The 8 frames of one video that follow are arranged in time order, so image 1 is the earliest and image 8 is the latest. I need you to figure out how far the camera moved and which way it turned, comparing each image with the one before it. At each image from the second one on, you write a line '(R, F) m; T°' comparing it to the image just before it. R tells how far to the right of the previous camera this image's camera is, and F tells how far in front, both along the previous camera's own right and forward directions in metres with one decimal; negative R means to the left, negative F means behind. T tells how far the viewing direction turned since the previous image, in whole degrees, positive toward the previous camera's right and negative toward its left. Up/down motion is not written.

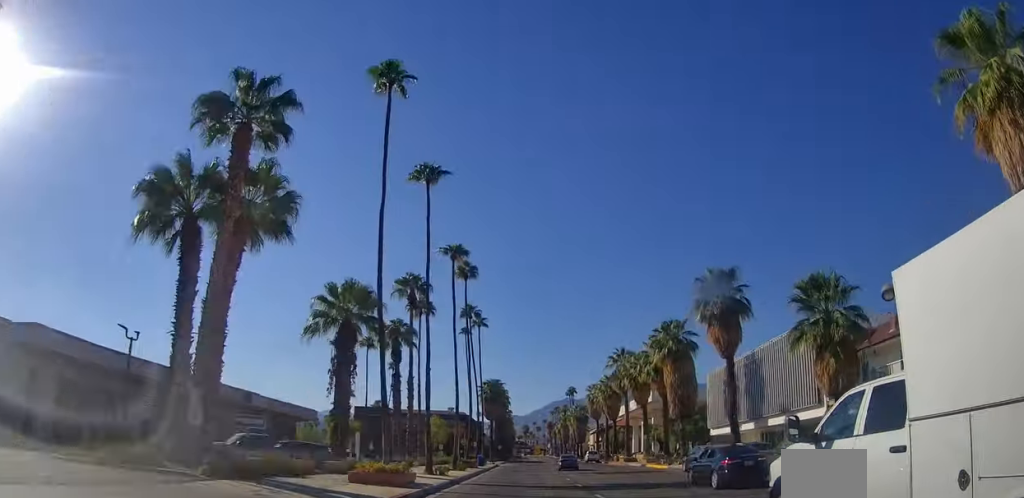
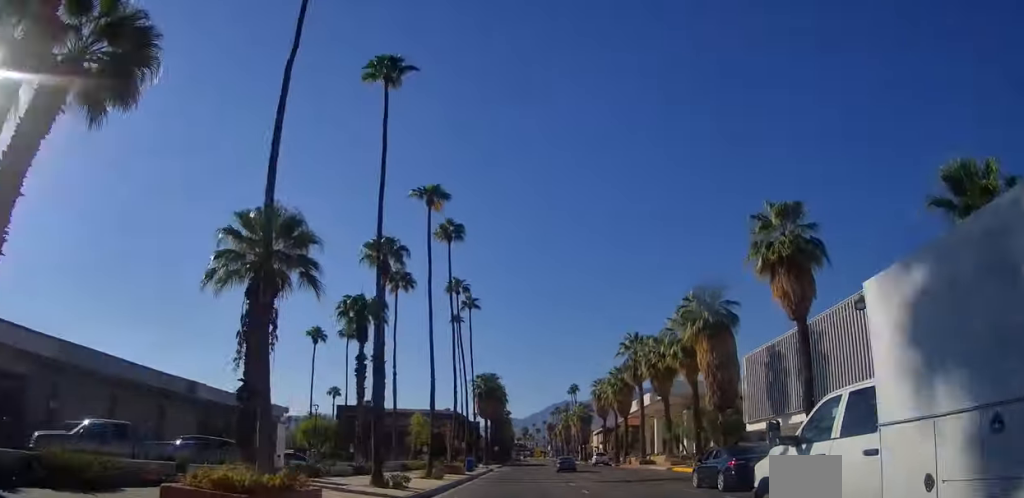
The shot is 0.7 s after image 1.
(0.0, +10.9) m; 0°
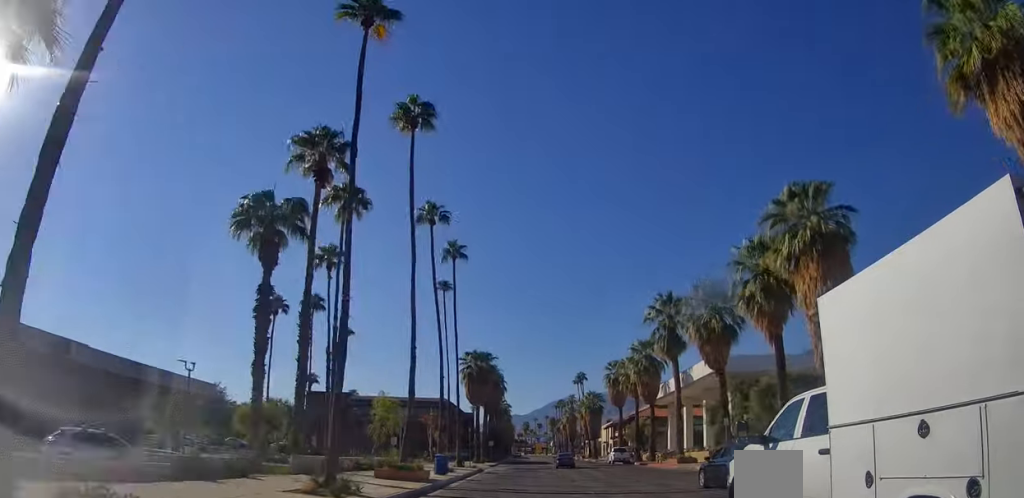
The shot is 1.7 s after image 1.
(0.0, +16.2) m; 0°
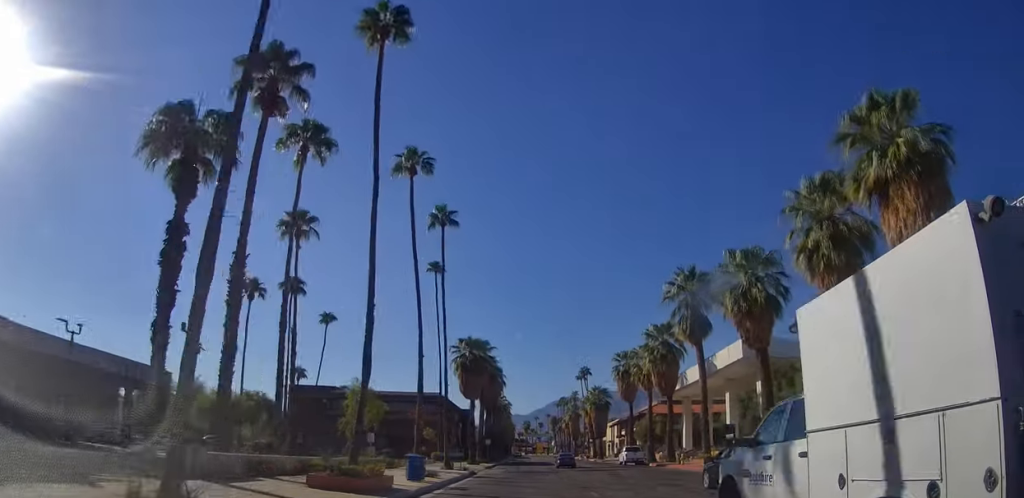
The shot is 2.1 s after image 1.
(0.0, +7.5) m; 0°
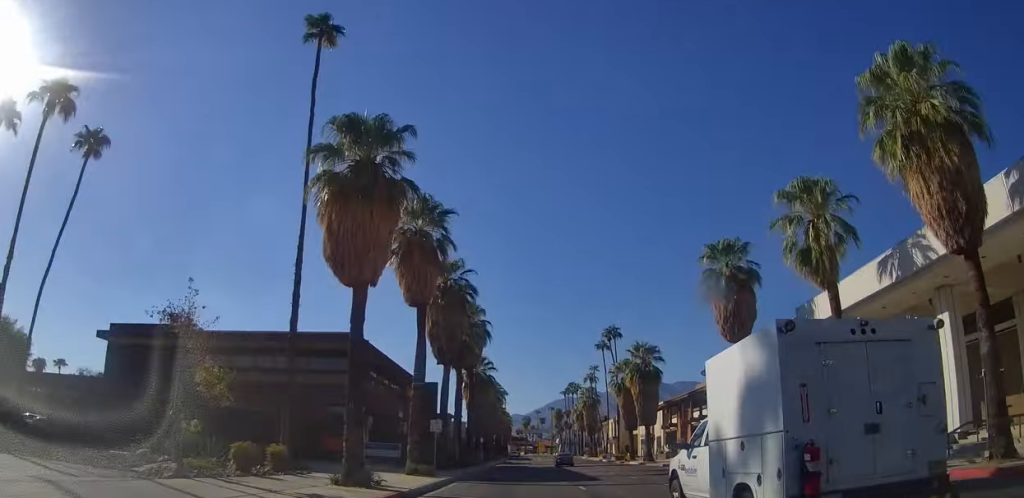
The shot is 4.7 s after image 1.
(0.0, +41.6) m; 0°
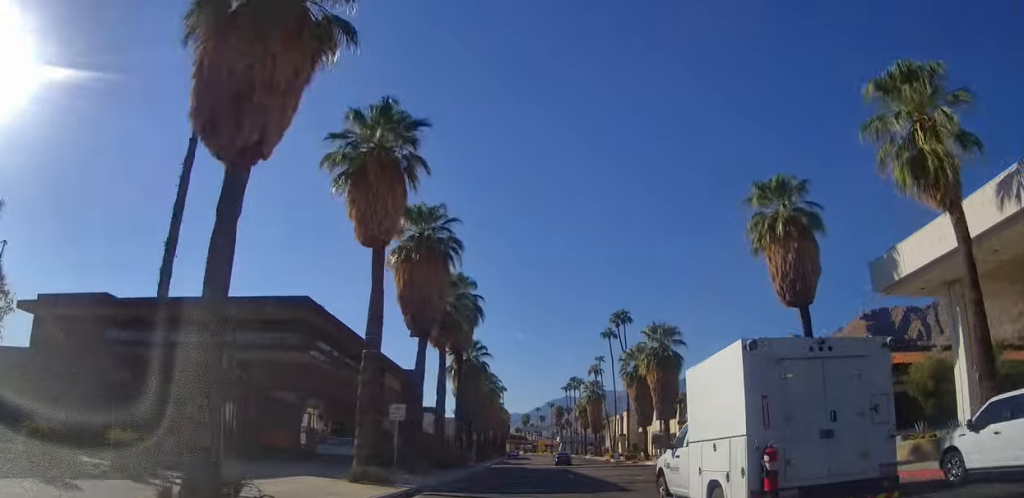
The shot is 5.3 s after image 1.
(0.0, +9.2) m; 0°
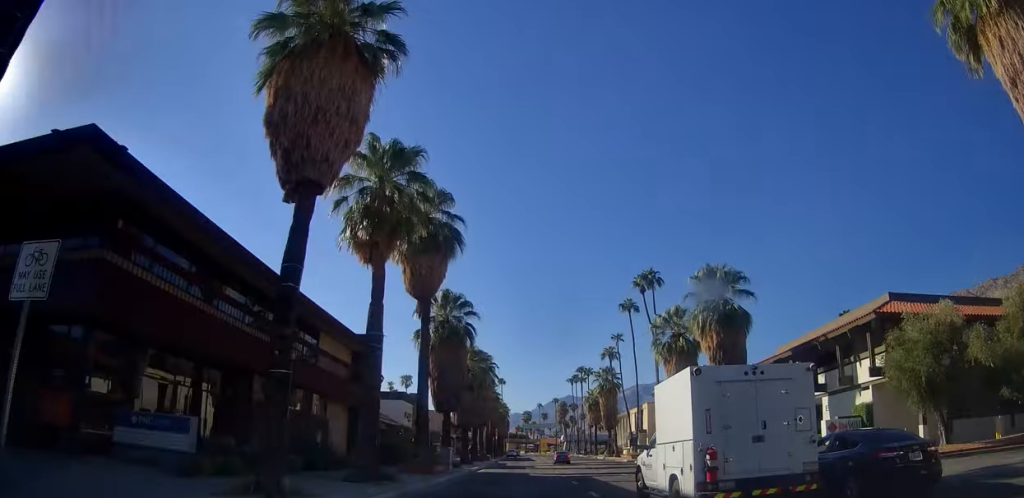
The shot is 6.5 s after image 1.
(0.0, +17.2) m; 0°
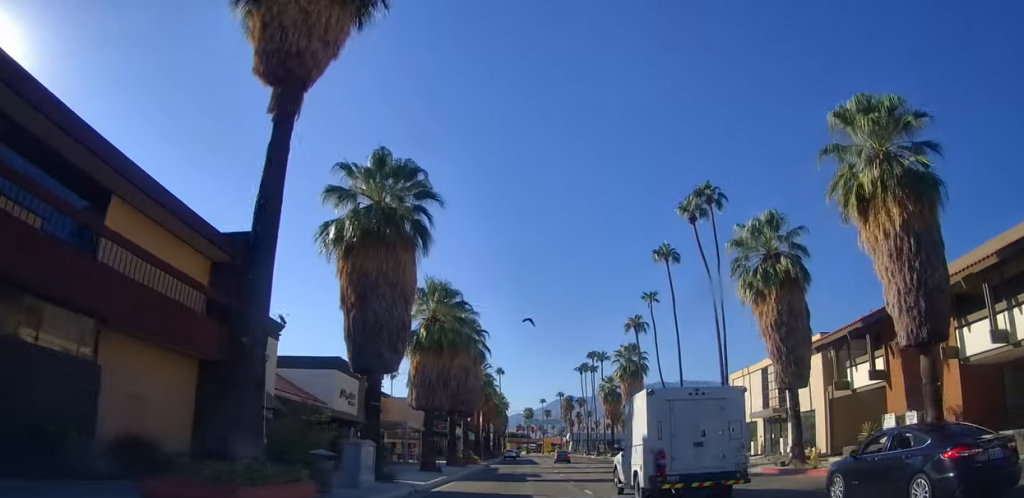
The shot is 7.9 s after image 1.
(0.0, +19.8) m; 0°
